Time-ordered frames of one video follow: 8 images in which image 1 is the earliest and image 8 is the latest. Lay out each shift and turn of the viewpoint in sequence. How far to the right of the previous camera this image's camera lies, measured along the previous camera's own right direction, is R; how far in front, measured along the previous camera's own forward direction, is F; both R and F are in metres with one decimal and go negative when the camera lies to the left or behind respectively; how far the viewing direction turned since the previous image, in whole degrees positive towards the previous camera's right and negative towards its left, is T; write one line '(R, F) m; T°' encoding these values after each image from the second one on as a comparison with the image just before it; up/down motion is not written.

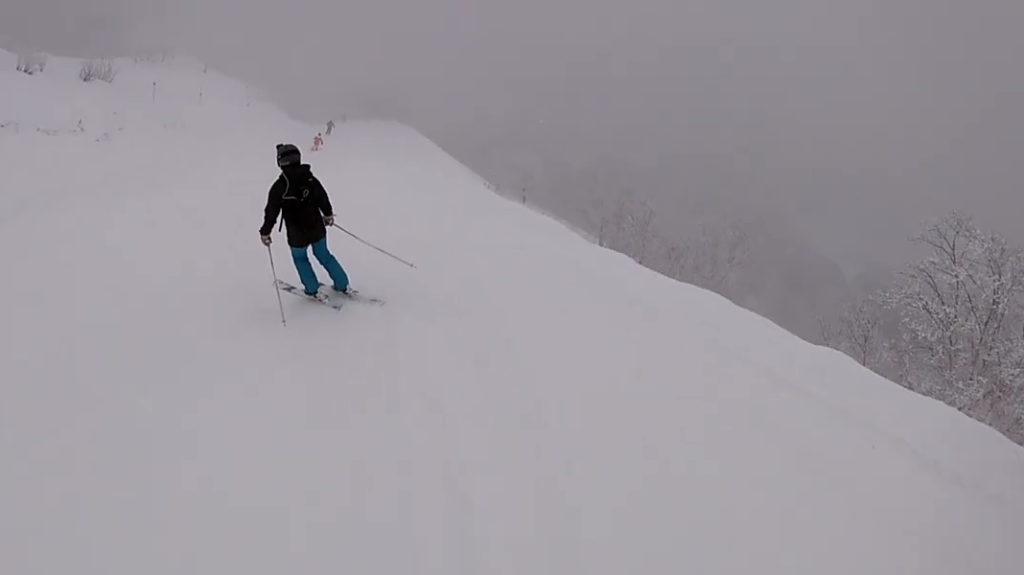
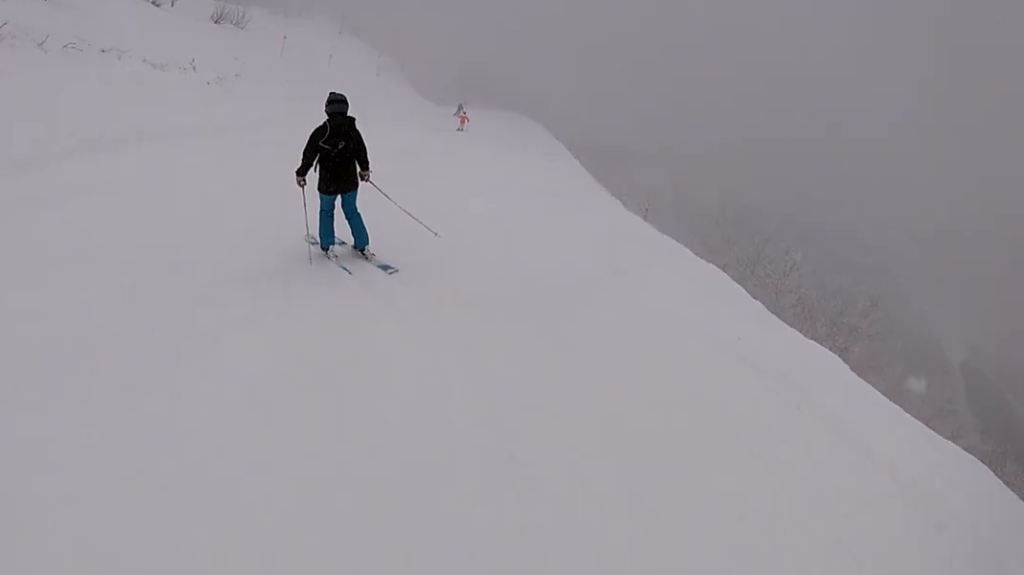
(+0.2, +2.5) m; +2°
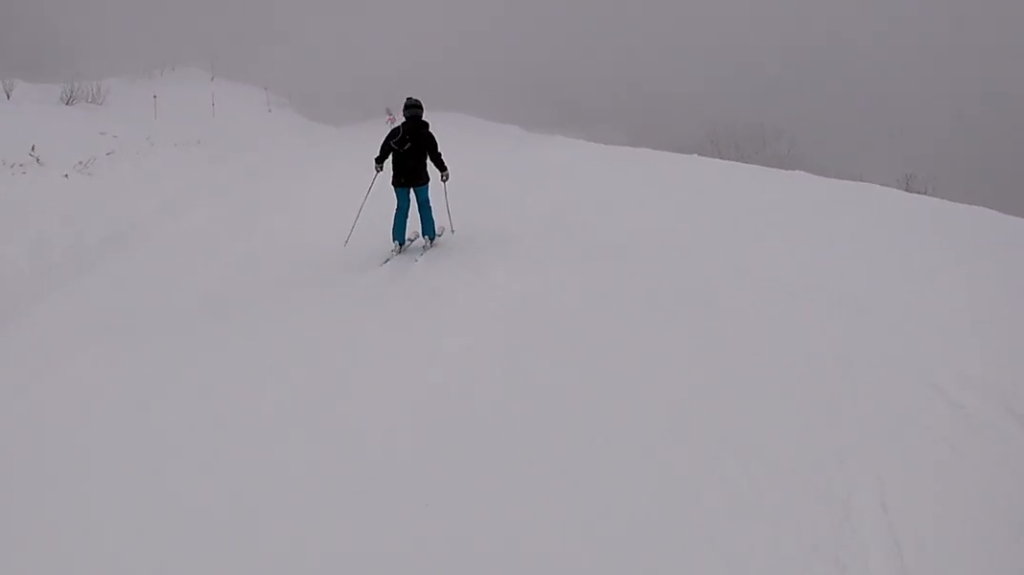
(-0.2, +9.9) m; +1°
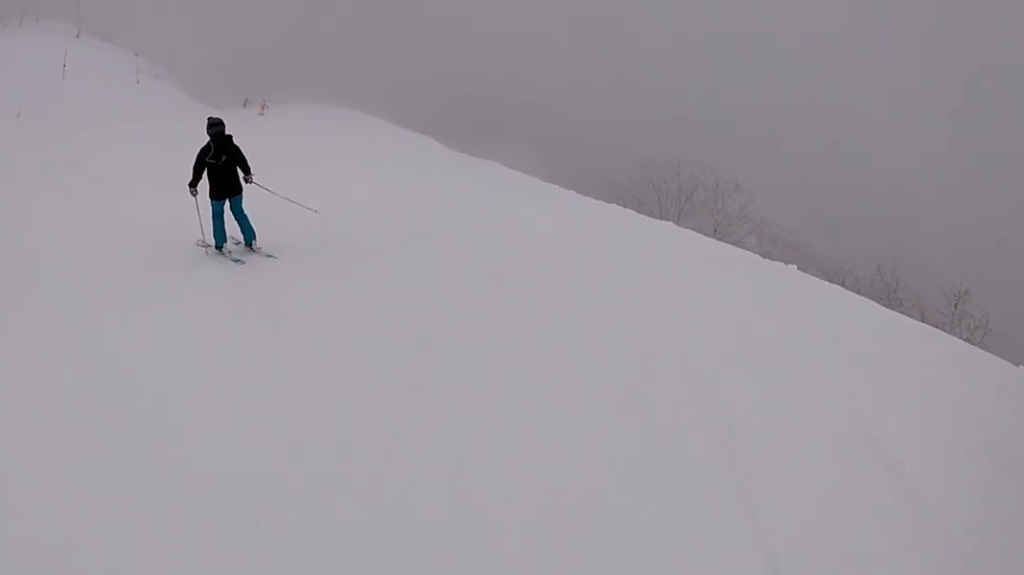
(+1.3, +8.2) m; +9°
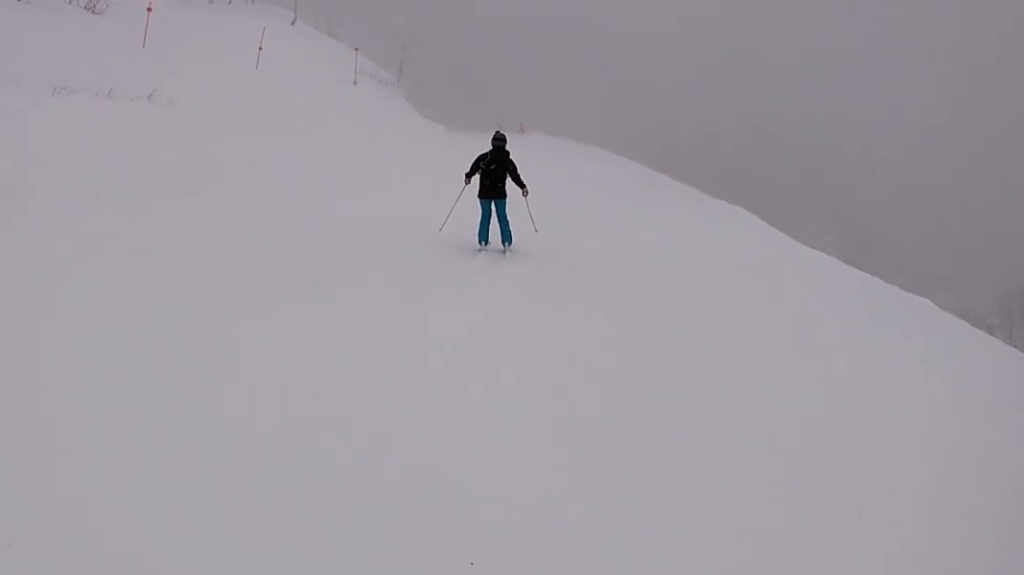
(-1.4, +10.7) m; -6°
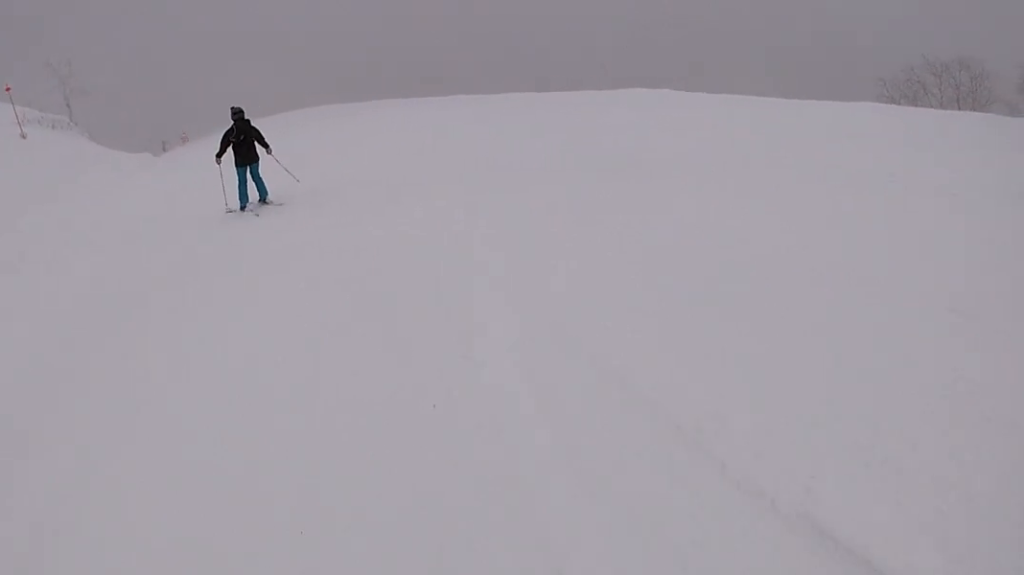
(+1.3, +9.7) m; +11°
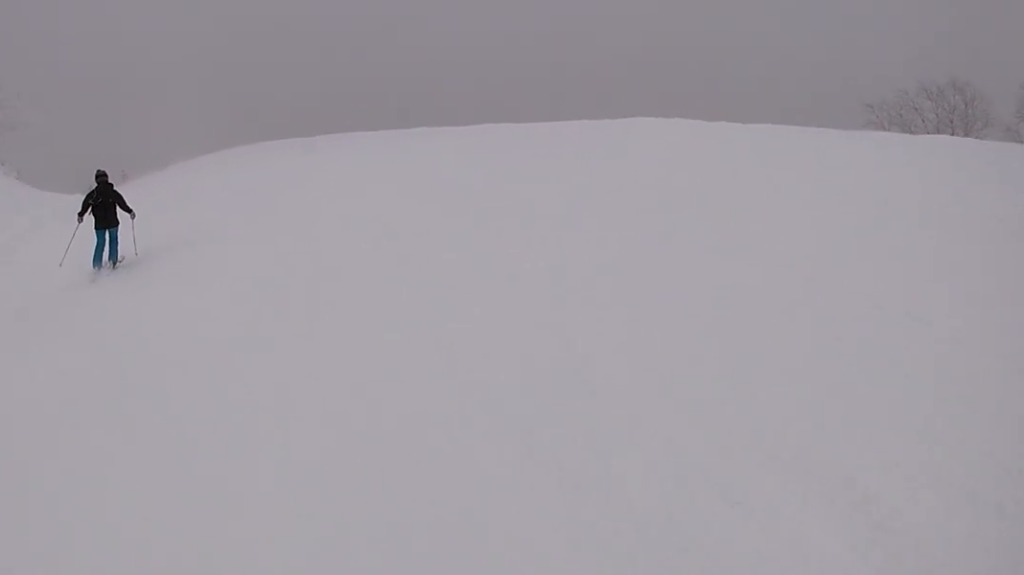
(0.0, +3.1) m; 0°
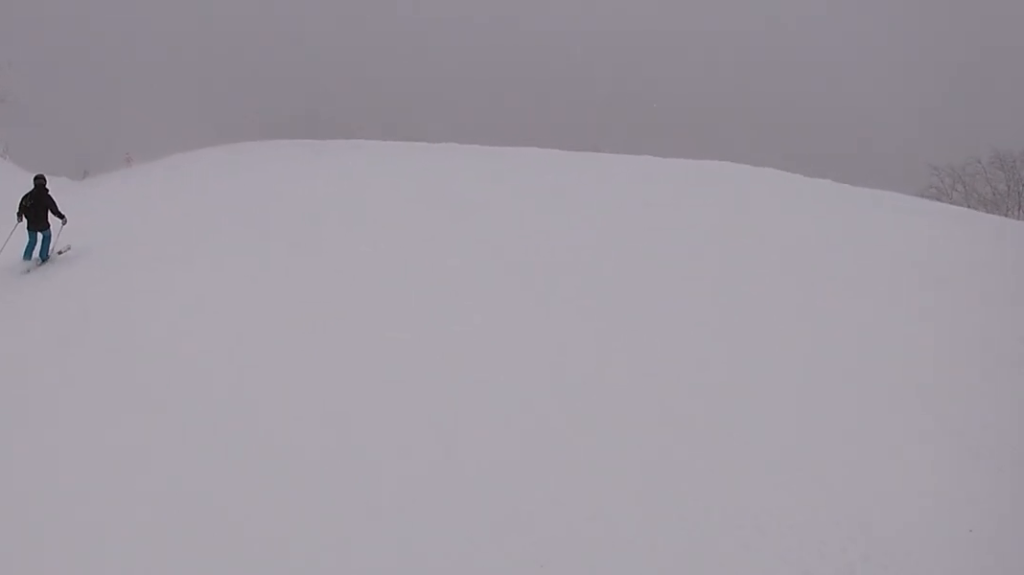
(0.0, +3.0) m; 0°
